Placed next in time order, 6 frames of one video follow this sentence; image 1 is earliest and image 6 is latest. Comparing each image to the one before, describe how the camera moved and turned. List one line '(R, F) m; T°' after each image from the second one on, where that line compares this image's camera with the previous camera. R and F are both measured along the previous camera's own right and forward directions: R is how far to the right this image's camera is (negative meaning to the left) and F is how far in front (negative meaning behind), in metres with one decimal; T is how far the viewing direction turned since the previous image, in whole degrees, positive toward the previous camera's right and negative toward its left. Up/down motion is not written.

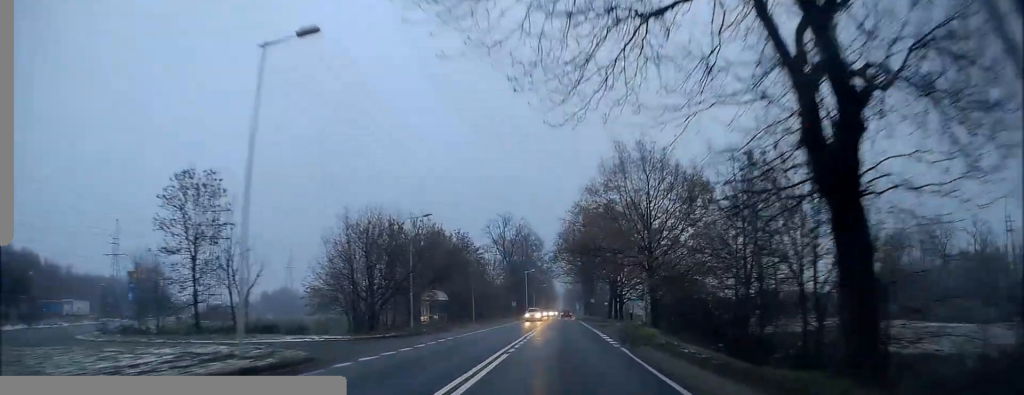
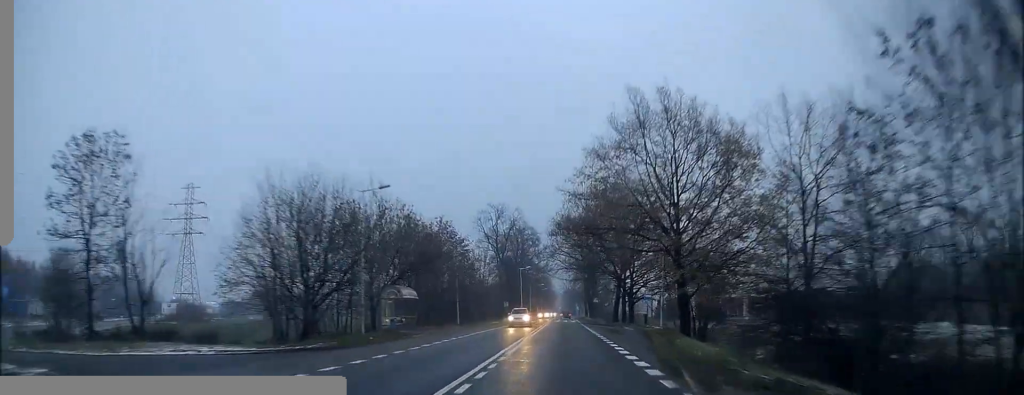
(+0.1, +10.7) m; +1°
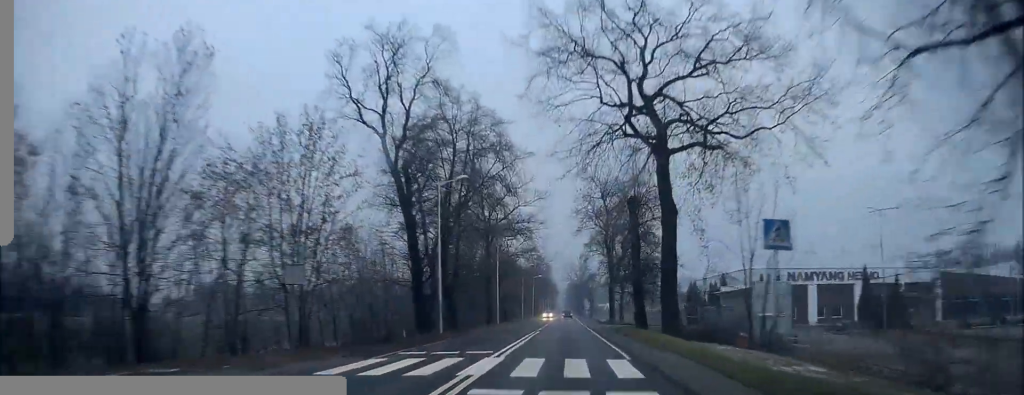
(-0.1, +64.6) m; -1°
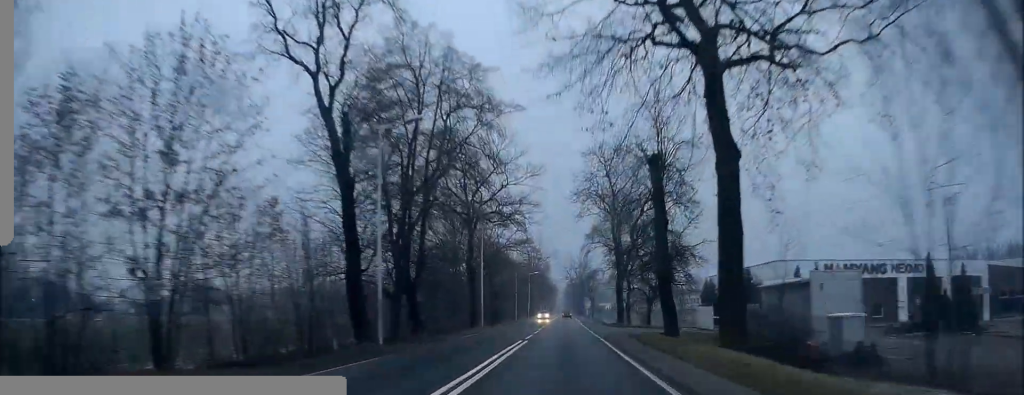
(0.0, +10.6) m; 0°
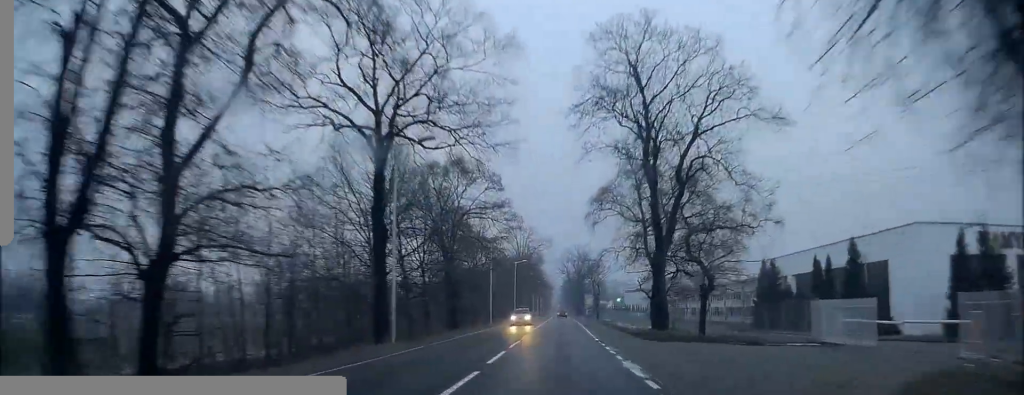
(+0.4, +24.9) m; +1°
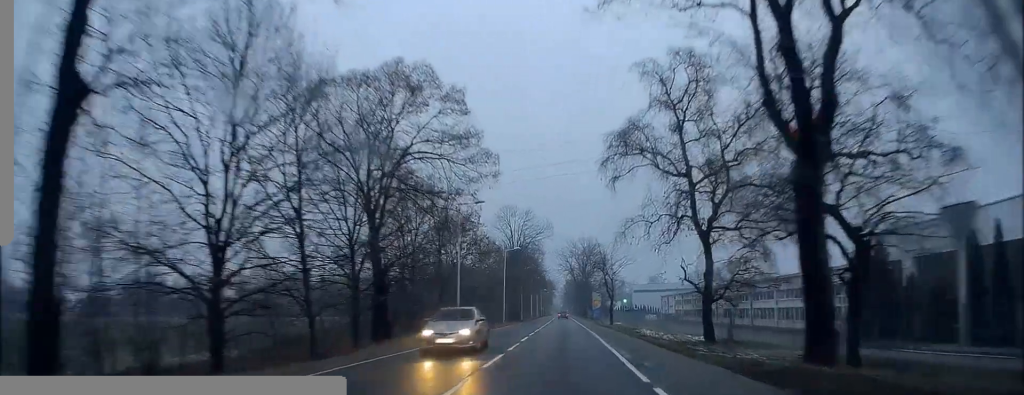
(-0.1, +19.1) m; -1°
